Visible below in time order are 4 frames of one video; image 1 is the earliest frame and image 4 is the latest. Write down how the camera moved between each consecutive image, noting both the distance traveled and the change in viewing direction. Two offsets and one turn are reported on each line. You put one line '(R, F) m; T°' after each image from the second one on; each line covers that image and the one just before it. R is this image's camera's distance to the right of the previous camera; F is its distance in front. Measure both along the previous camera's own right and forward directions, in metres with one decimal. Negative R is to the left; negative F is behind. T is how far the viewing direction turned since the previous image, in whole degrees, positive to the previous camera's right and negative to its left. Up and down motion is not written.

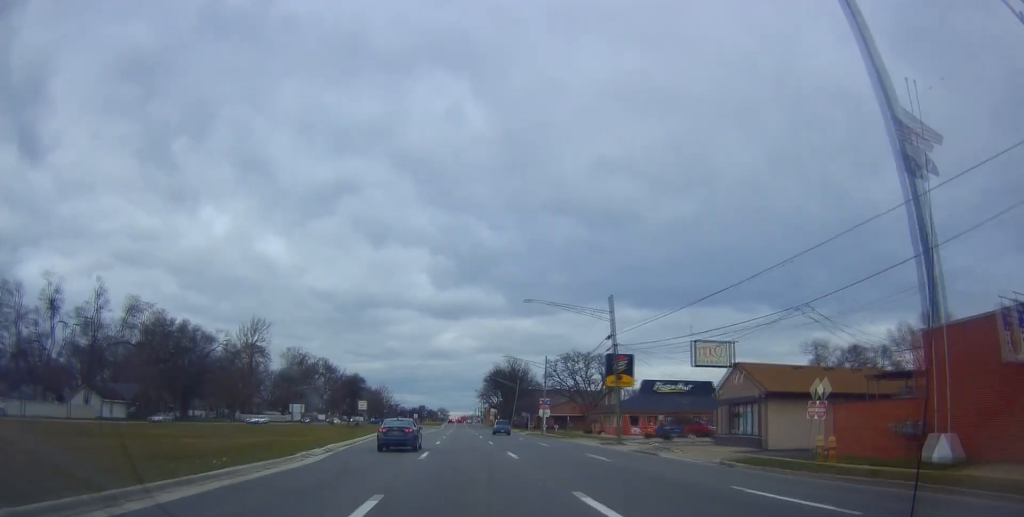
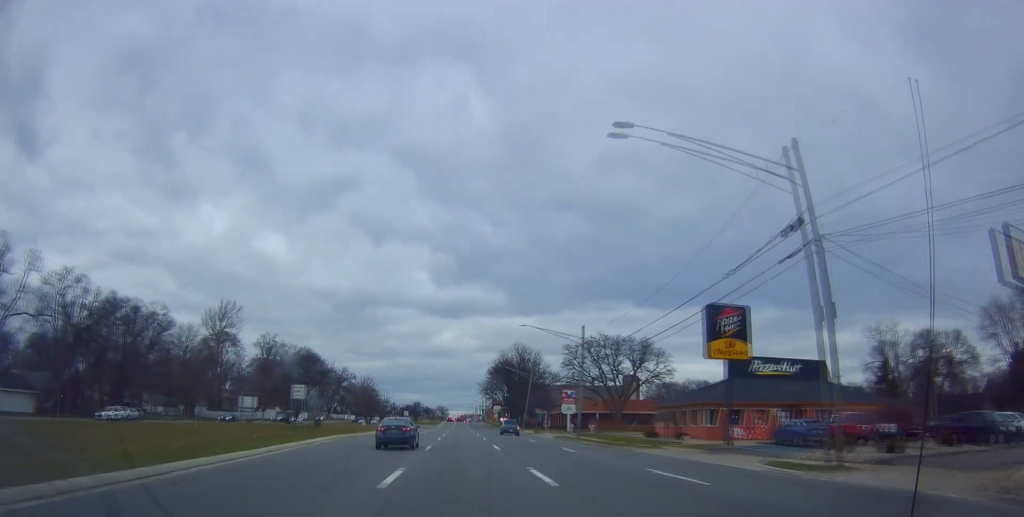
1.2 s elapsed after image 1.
(-0.3, +24.8) m; 0°
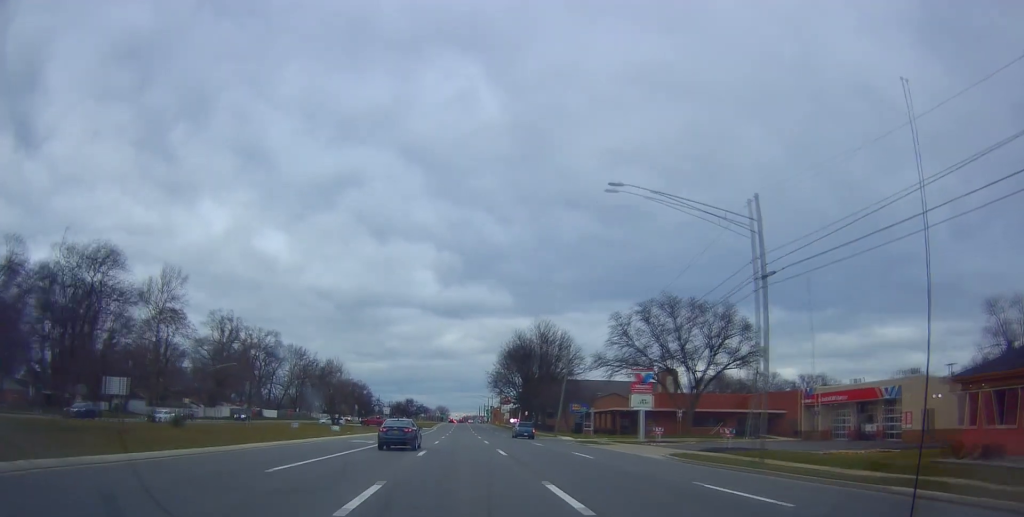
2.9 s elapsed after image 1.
(+1.1, +34.7) m; +2°
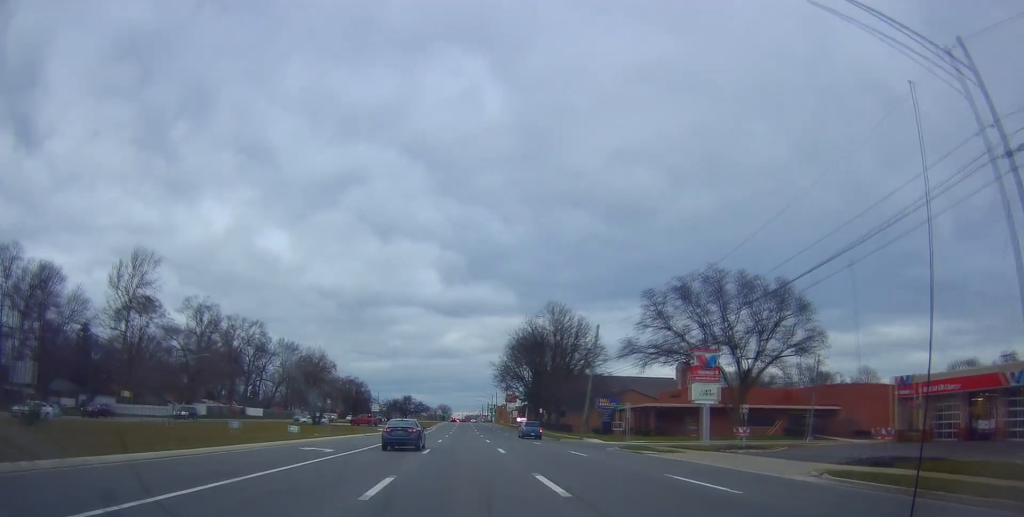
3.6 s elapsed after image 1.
(0.0, +13.5) m; -1°
